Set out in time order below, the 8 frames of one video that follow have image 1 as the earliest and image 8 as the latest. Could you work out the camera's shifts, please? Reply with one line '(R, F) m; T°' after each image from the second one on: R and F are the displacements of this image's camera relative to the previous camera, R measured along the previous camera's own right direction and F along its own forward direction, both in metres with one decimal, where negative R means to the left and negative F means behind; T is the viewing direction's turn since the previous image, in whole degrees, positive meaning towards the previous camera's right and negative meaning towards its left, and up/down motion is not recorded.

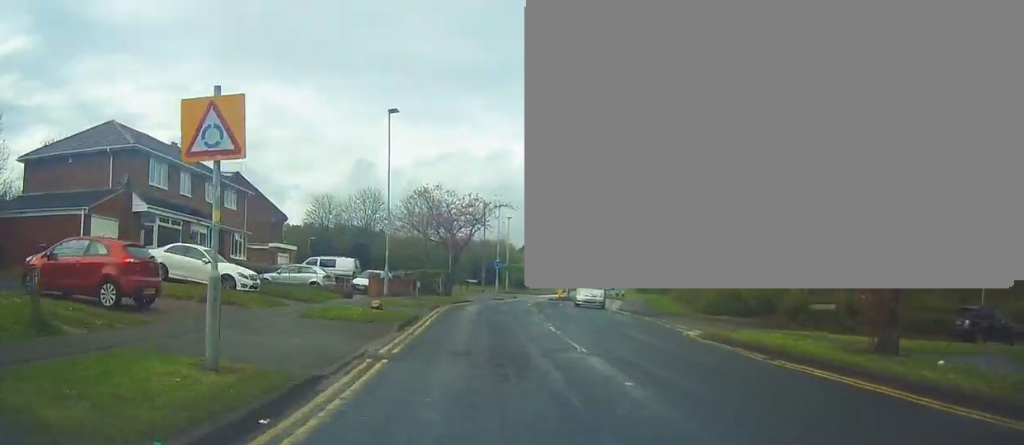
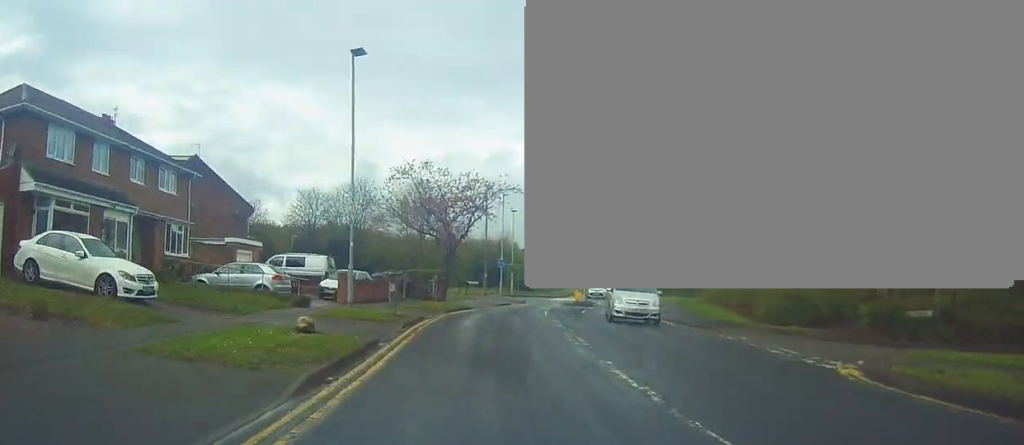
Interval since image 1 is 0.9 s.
(-0.3, +8.4) m; -2°
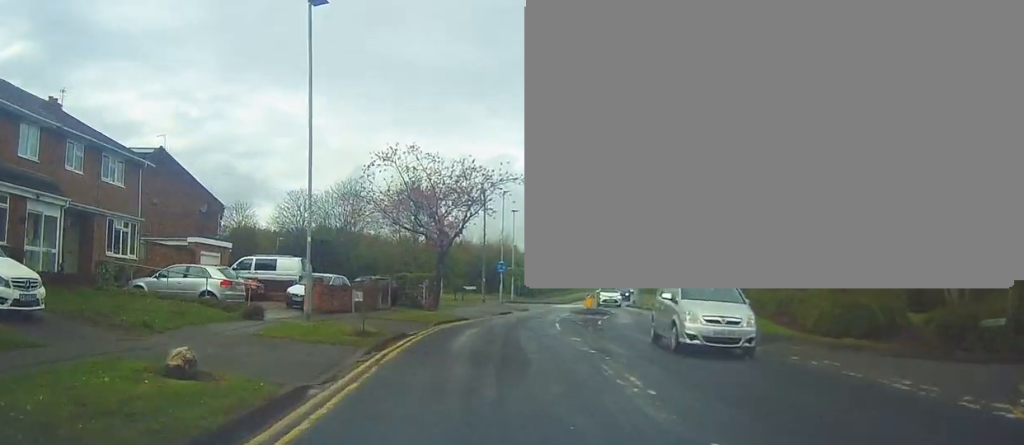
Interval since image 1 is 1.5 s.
(+0.1, +5.0) m; -1°
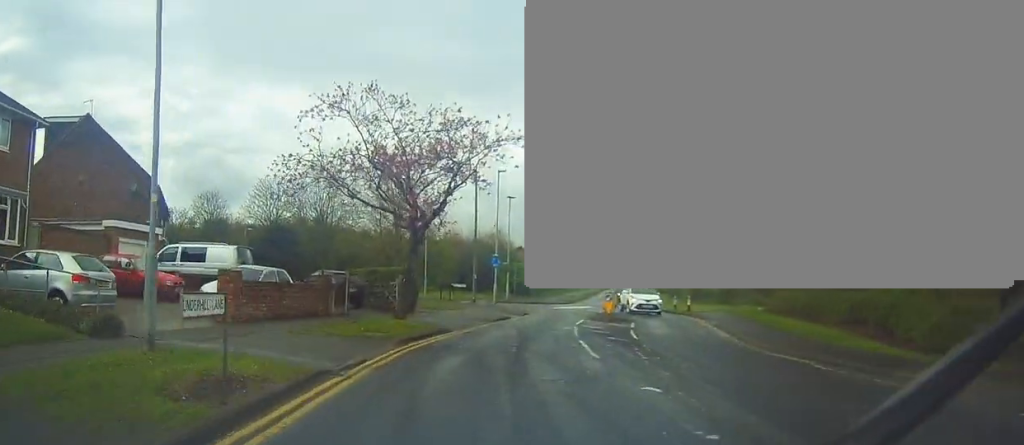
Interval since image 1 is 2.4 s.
(-0.2, +7.7) m; -1°
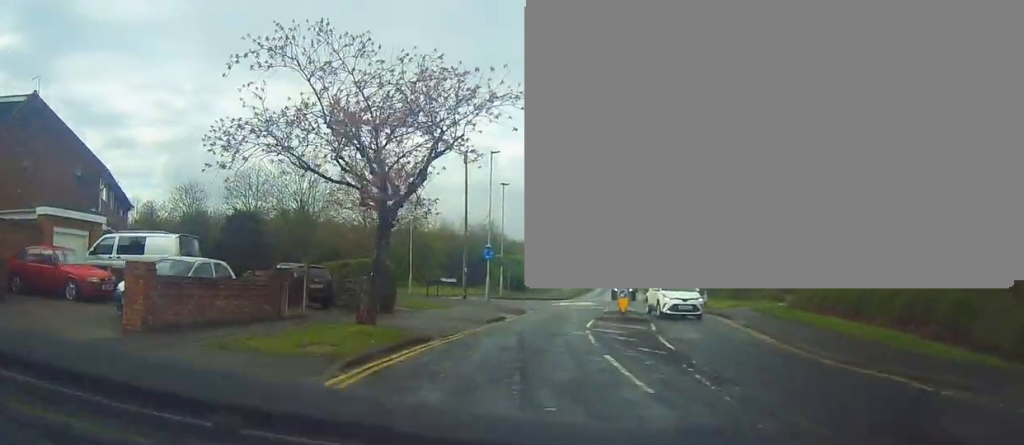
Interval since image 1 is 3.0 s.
(-0.1, +4.4) m; +1°
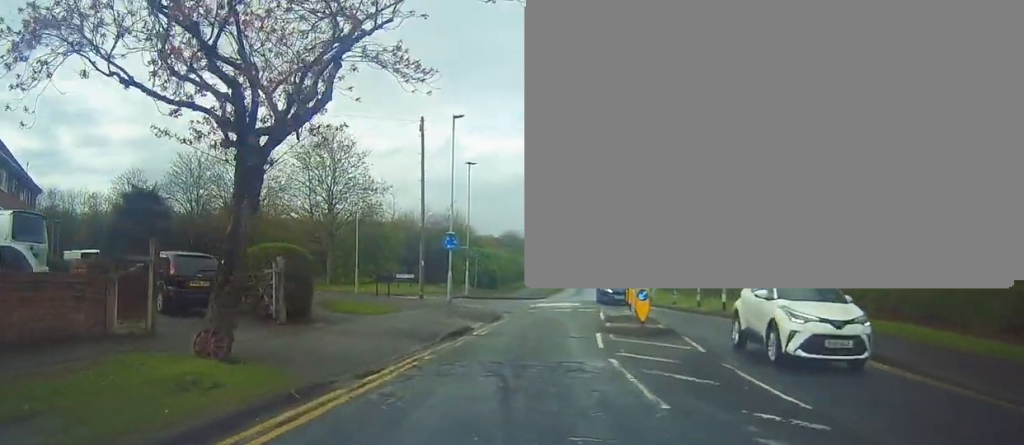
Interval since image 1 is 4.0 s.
(+0.3, +7.2) m; +5°
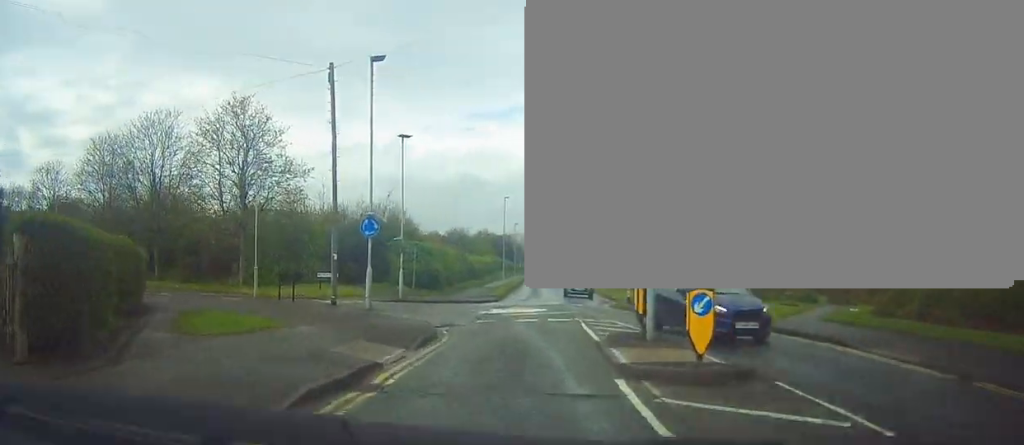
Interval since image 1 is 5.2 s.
(+0.4, +7.9) m; +3°
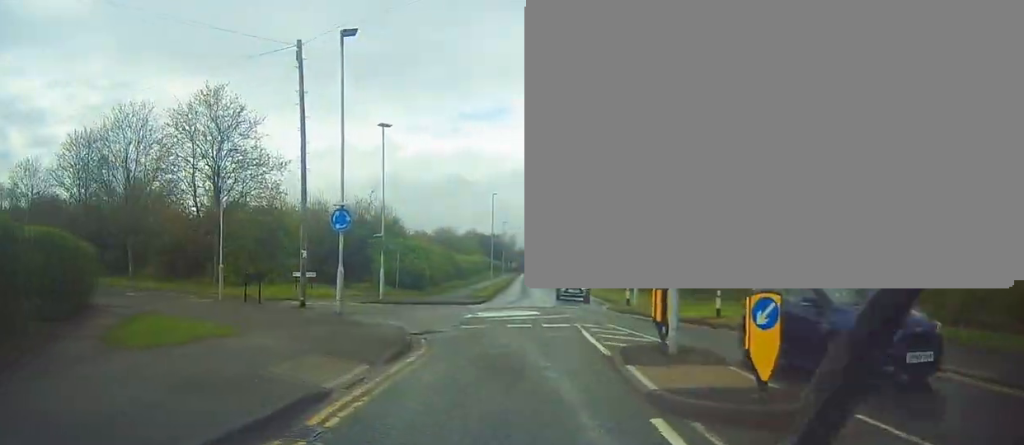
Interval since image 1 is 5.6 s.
(0.0, +2.5) m; +1°
